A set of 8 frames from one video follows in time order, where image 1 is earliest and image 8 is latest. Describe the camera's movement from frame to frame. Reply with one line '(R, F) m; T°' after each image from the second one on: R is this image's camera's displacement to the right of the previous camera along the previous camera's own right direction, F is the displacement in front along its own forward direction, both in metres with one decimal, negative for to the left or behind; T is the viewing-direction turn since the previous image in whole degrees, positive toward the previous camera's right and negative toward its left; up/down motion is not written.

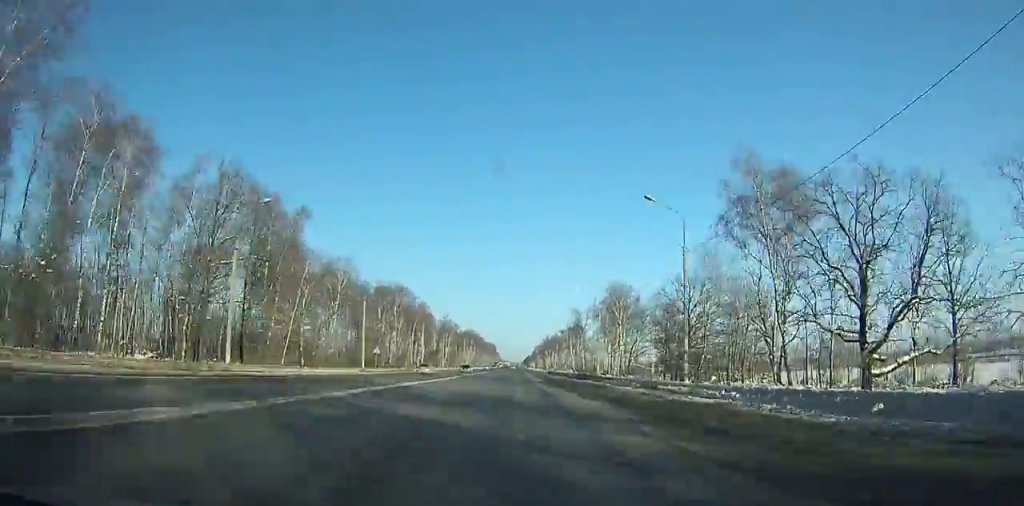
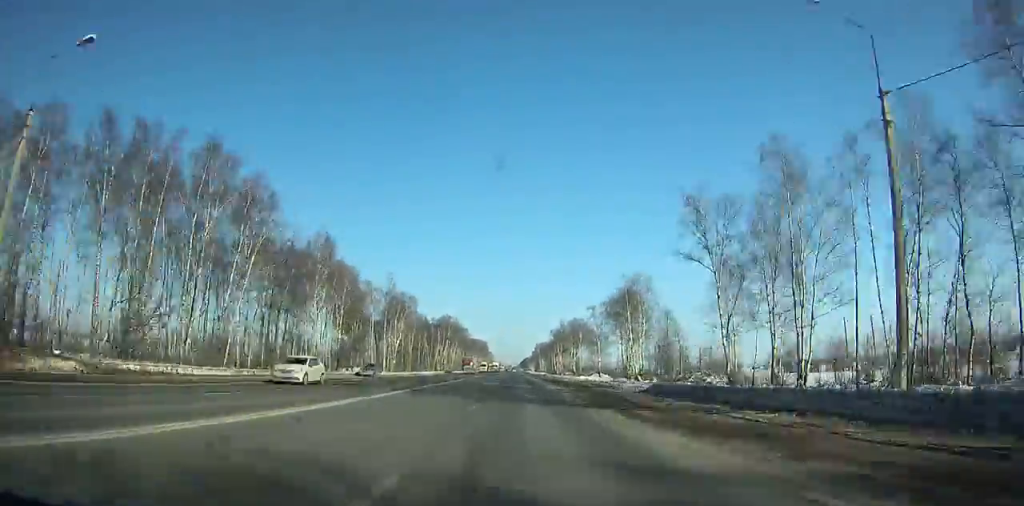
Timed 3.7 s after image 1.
(+0.7, +97.5) m; 0°
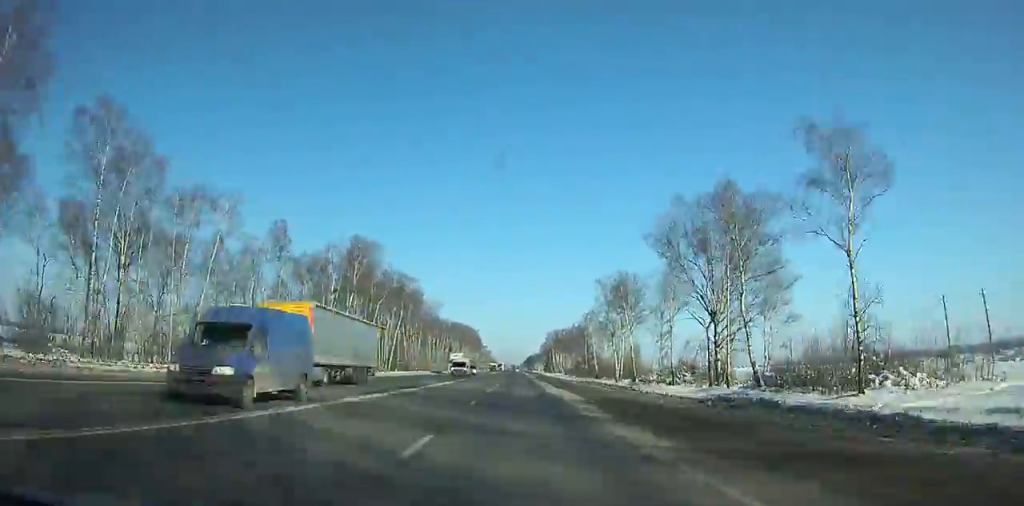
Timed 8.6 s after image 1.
(-0.6, +129.8) m; 0°
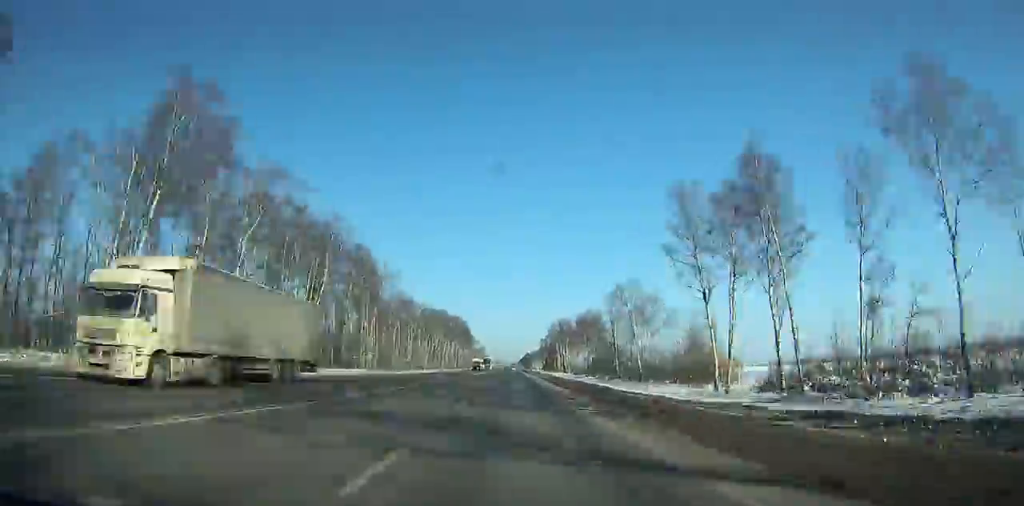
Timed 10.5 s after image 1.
(+0.2, +50.3) m; 0°
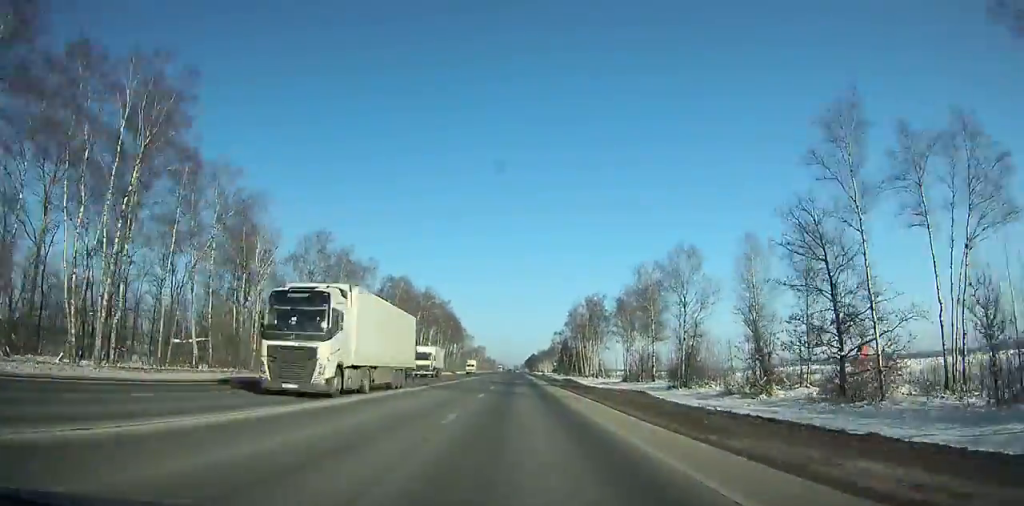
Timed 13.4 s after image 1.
(-0.5, +76.3) m; 0°
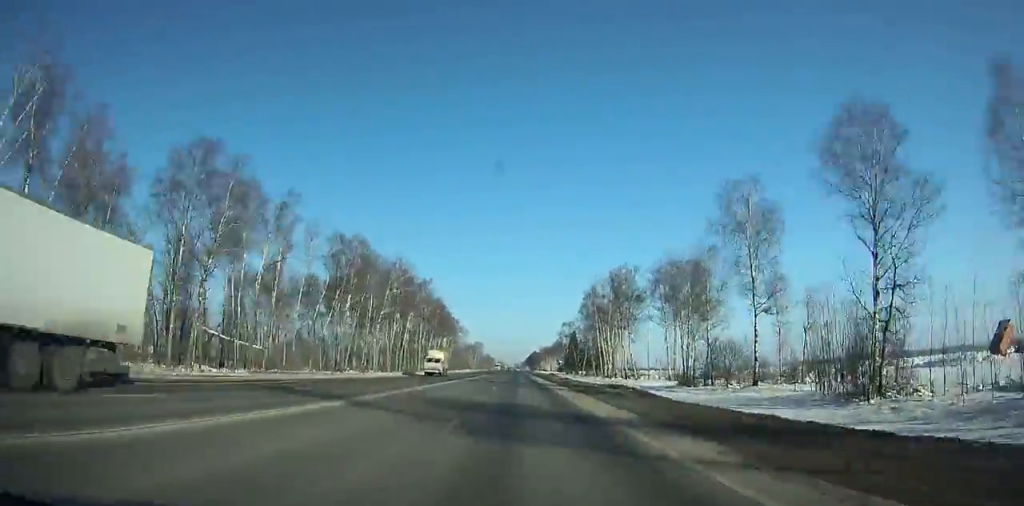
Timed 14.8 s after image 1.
(0.0, +36.5) m; 0°
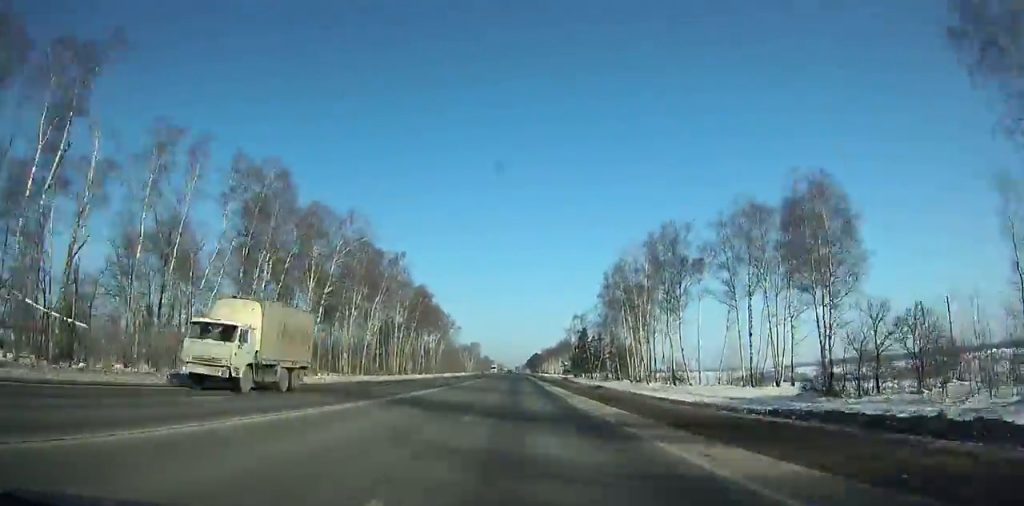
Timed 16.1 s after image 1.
(-0.1, +33.7) m; 0°
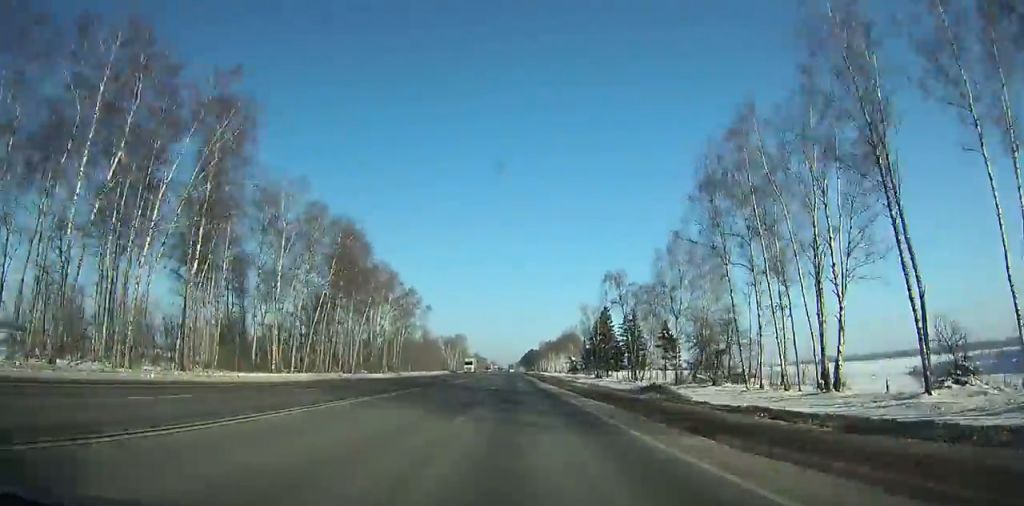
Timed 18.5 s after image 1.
(+0.5, +61.3) m; 0°
